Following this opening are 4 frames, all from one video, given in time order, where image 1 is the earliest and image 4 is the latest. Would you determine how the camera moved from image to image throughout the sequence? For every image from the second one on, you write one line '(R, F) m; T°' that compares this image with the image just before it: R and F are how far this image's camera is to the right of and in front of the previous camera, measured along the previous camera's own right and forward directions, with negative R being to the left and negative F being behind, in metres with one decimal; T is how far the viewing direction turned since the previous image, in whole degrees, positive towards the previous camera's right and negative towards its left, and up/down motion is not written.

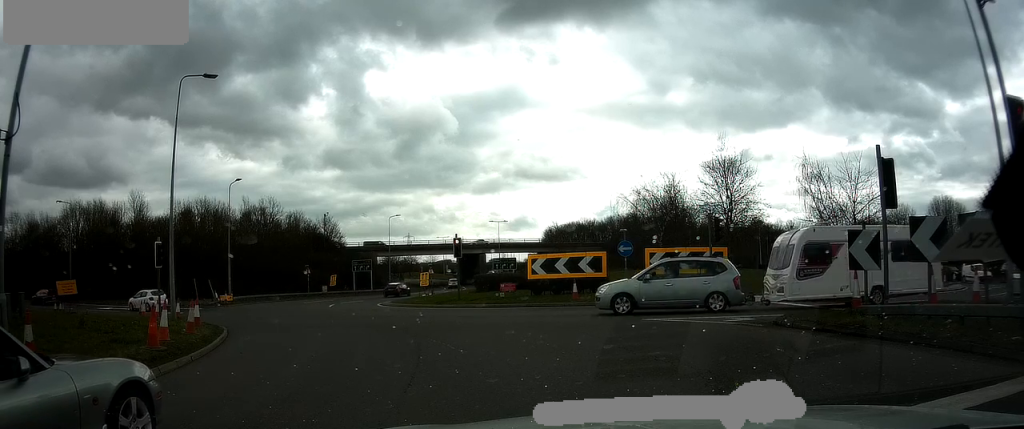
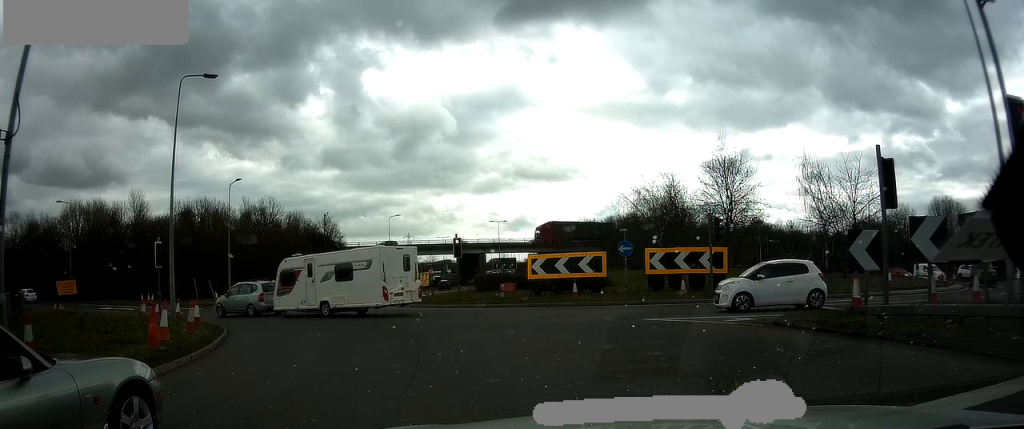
(0.0, 0.0) m; 0°
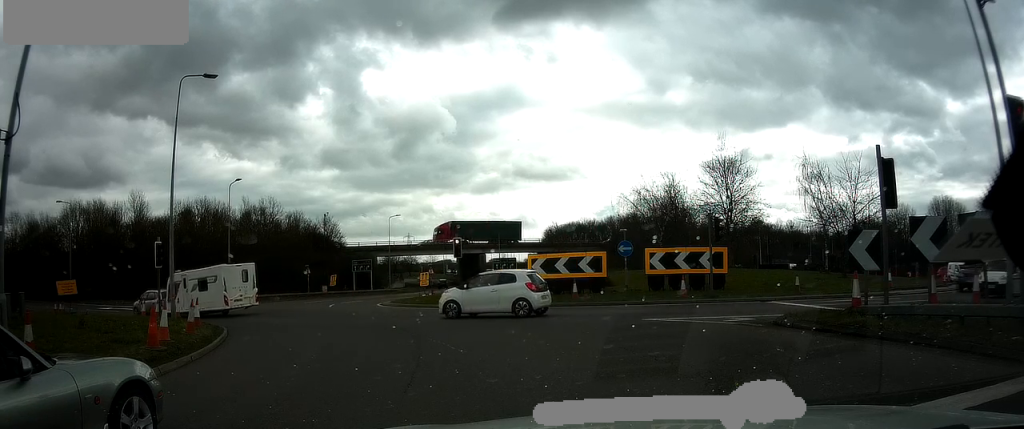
(0.0, 0.0) m; 0°
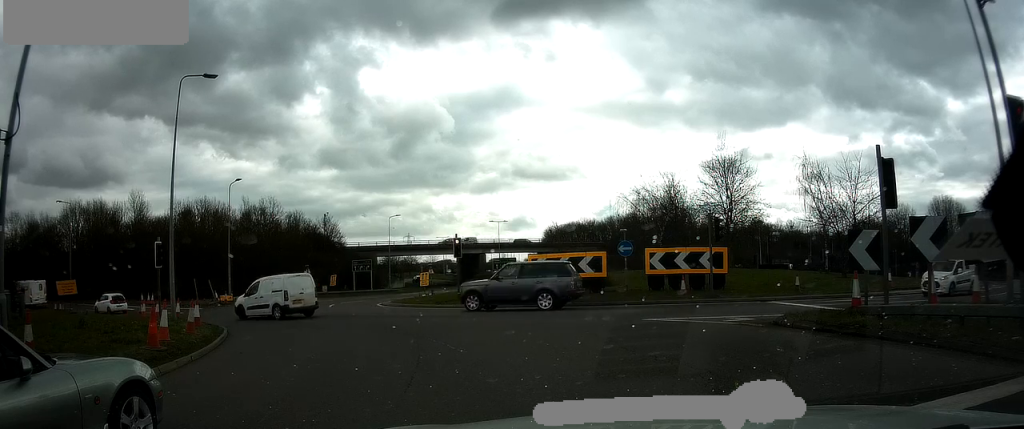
(0.0, 0.0) m; 0°
